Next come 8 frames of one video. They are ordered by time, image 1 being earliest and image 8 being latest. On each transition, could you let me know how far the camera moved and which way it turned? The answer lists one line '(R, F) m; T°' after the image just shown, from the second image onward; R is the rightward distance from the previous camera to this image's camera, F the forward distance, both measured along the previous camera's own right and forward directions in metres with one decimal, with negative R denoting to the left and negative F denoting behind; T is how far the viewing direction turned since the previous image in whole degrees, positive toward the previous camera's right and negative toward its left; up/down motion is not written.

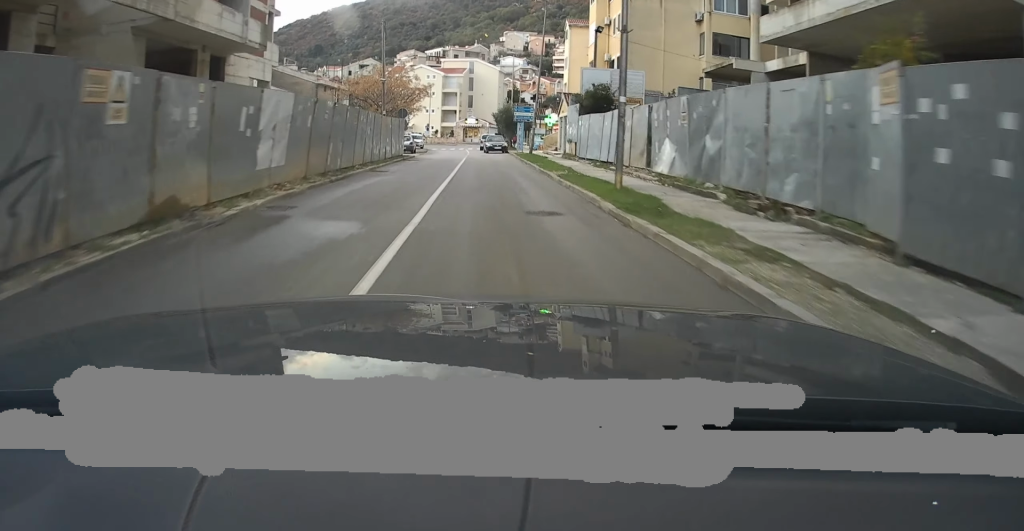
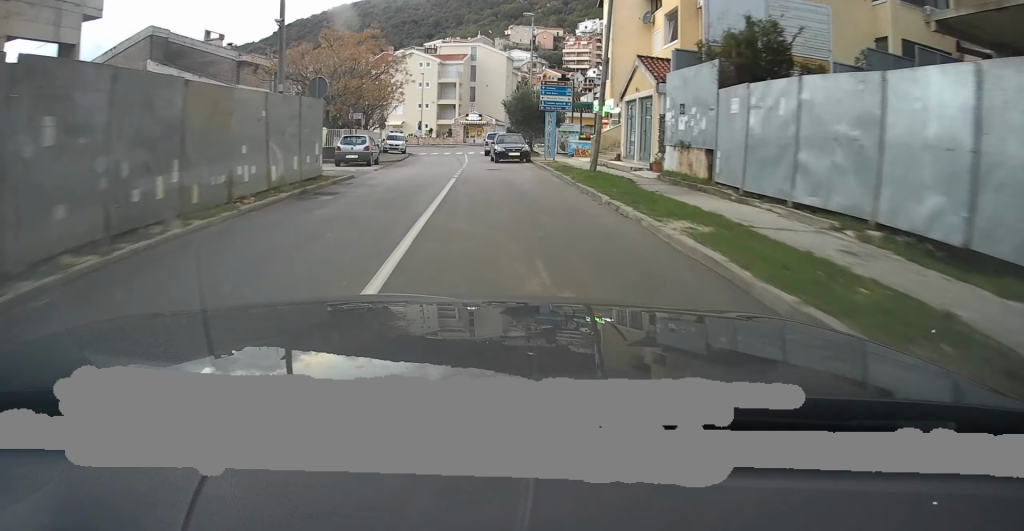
(+0.8, +20.3) m; +4°
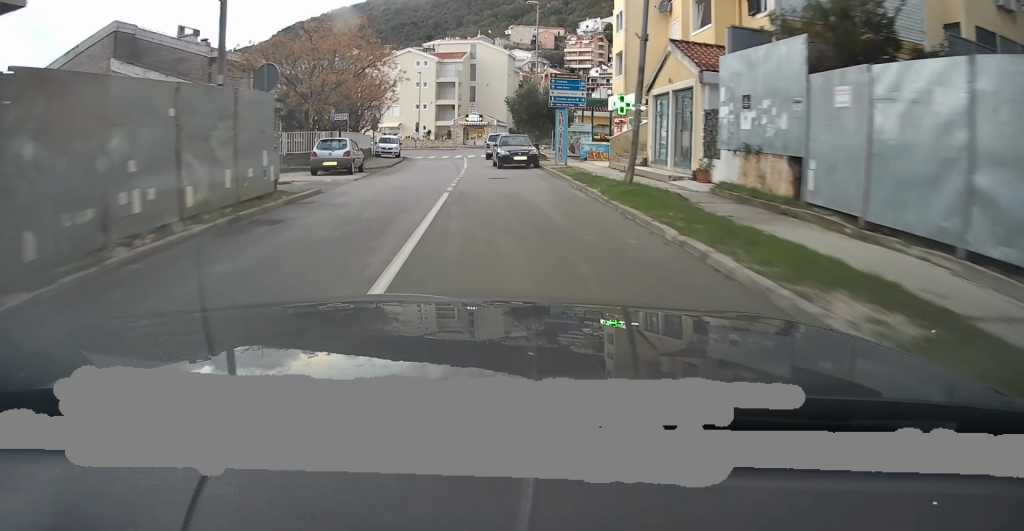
(0.0, +4.3) m; 0°
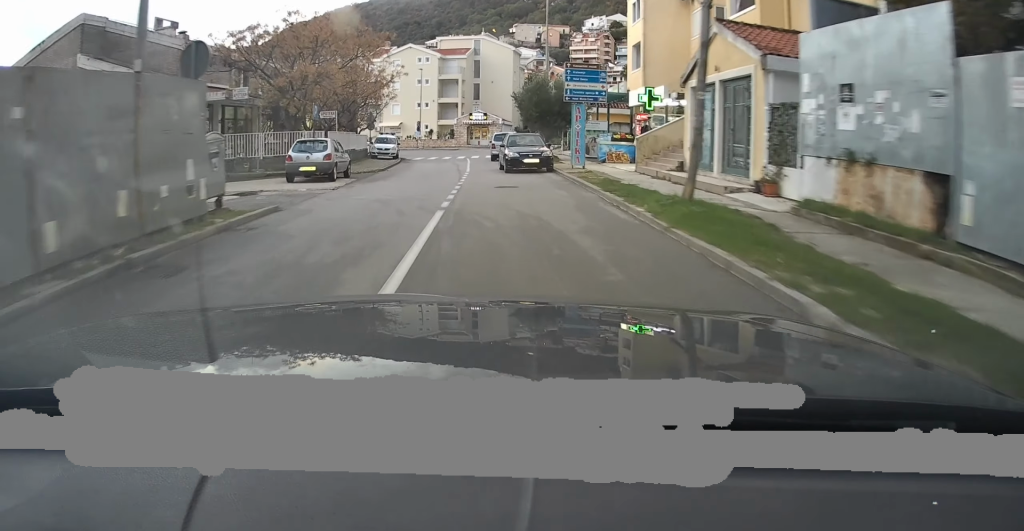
(0.0, +3.8) m; 0°
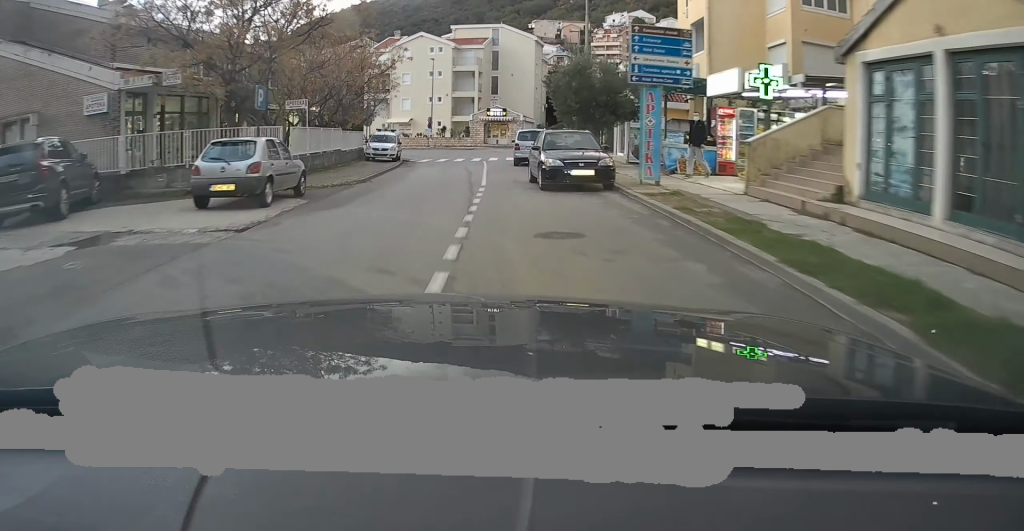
(+0.1, +8.4) m; +4°
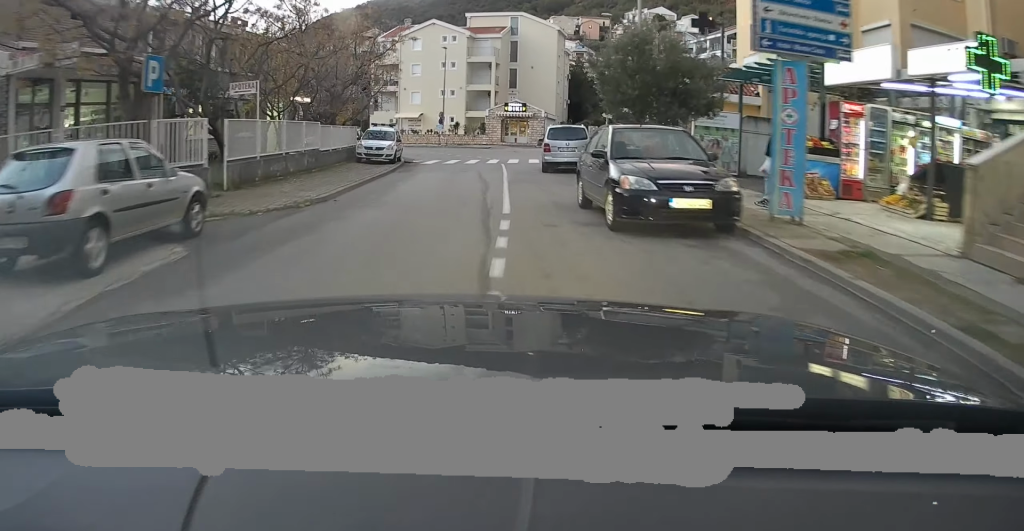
(+0.4, +6.9) m; -2°
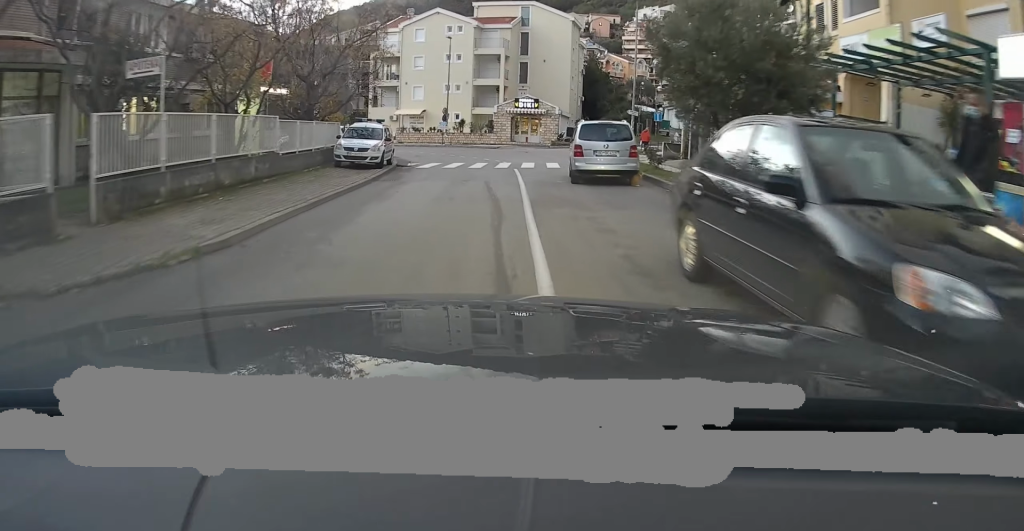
(-0.4, +5.7) m; -6°
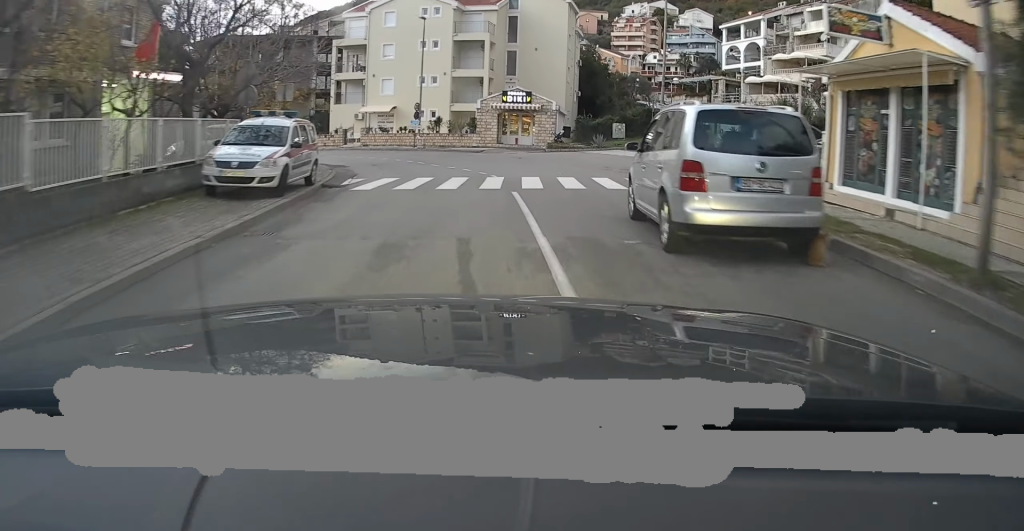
(-1.1, +10.4) m; -2°
